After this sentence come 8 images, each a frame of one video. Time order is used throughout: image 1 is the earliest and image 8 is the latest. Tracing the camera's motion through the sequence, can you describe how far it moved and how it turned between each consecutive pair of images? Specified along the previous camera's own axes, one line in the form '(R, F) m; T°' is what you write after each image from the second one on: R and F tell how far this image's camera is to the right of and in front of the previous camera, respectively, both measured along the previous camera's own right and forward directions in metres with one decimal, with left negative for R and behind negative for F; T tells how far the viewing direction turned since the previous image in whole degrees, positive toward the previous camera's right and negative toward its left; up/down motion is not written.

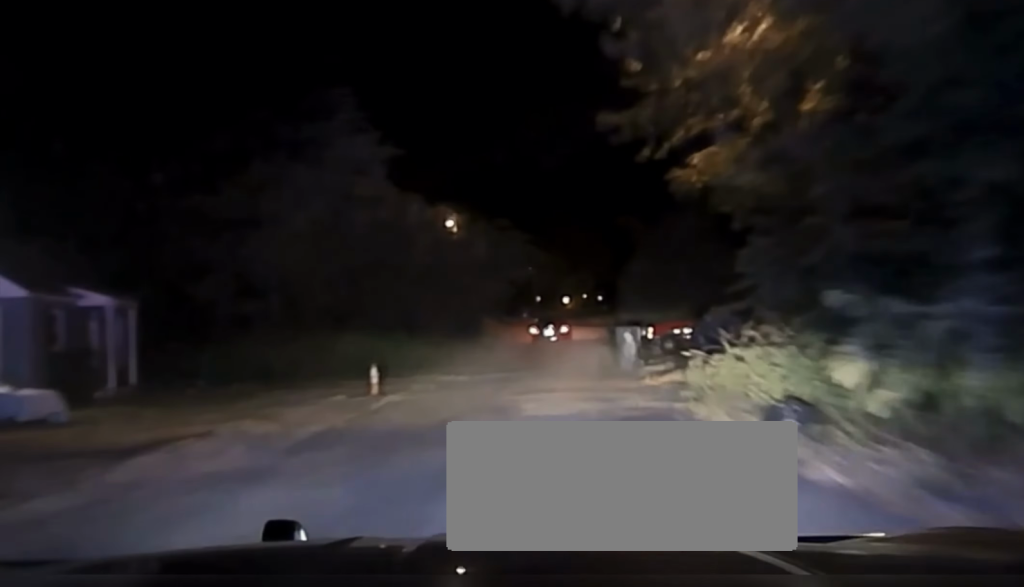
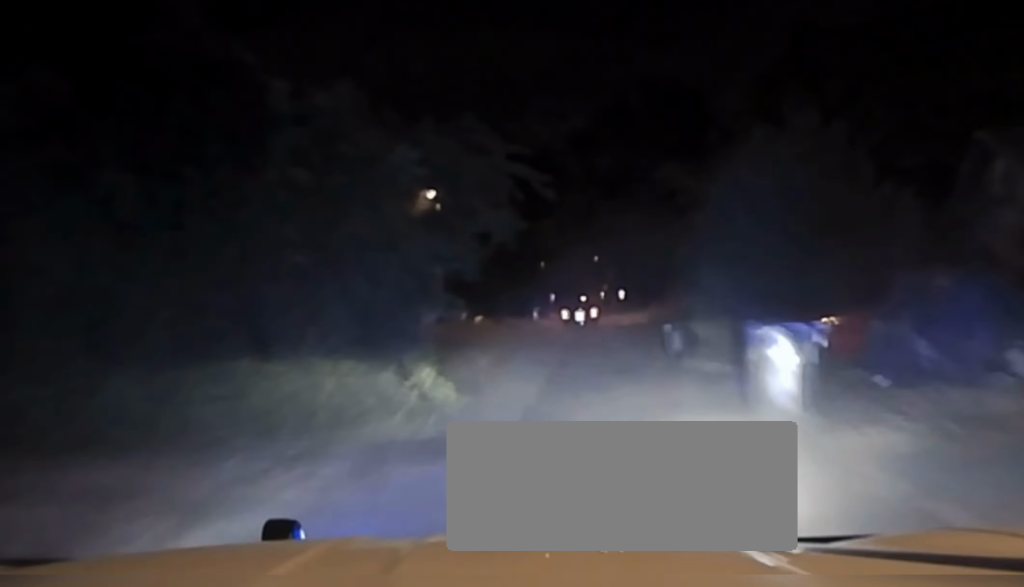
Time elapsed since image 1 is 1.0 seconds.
(+0.1, +18.6) m; 0°
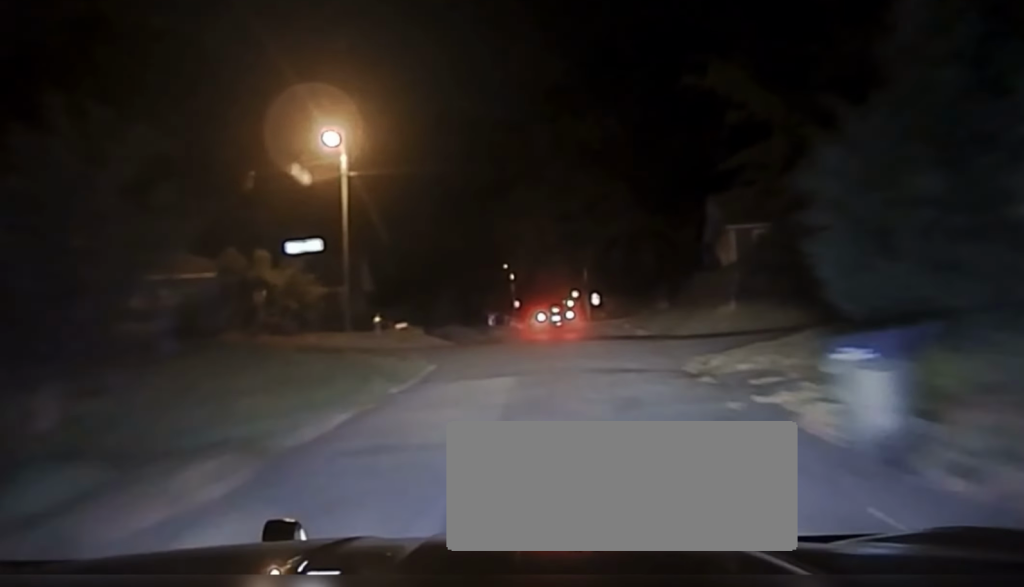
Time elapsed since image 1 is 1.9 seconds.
(-0.1, +19.7) m; 0°
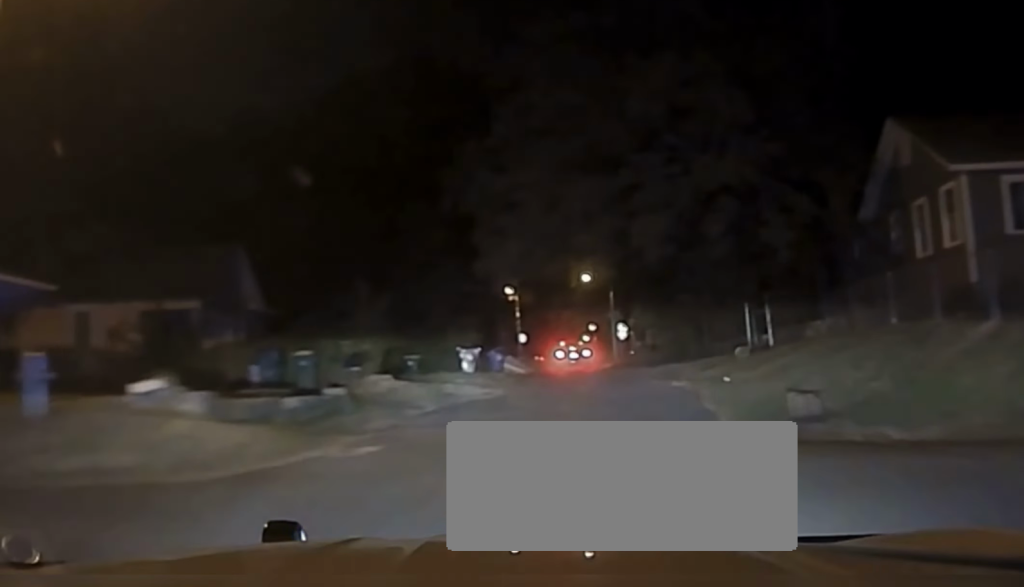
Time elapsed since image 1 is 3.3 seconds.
(-0.1, +29.1) m; 0°
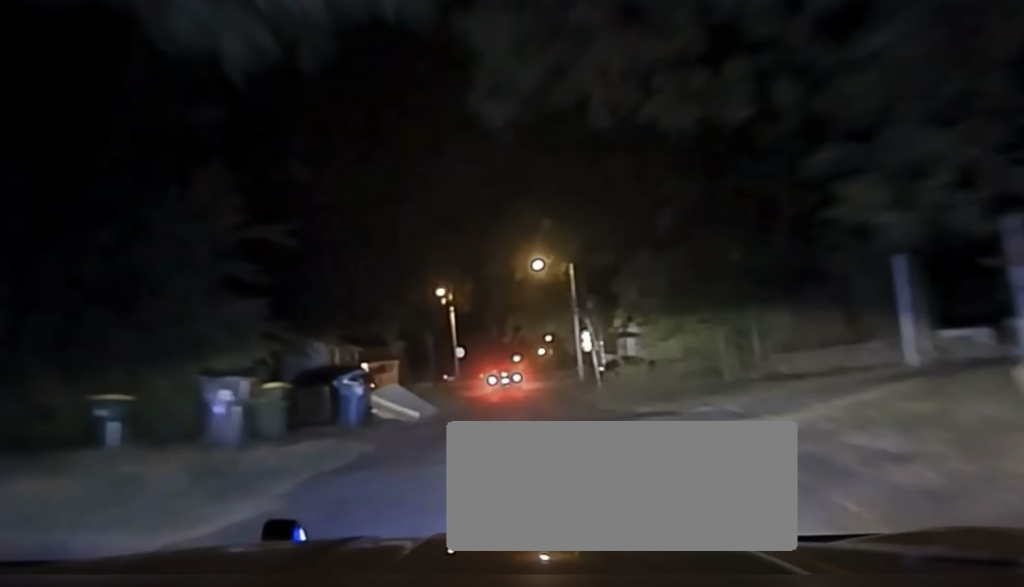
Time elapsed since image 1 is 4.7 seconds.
(+0.5, +26.0) m; +1°
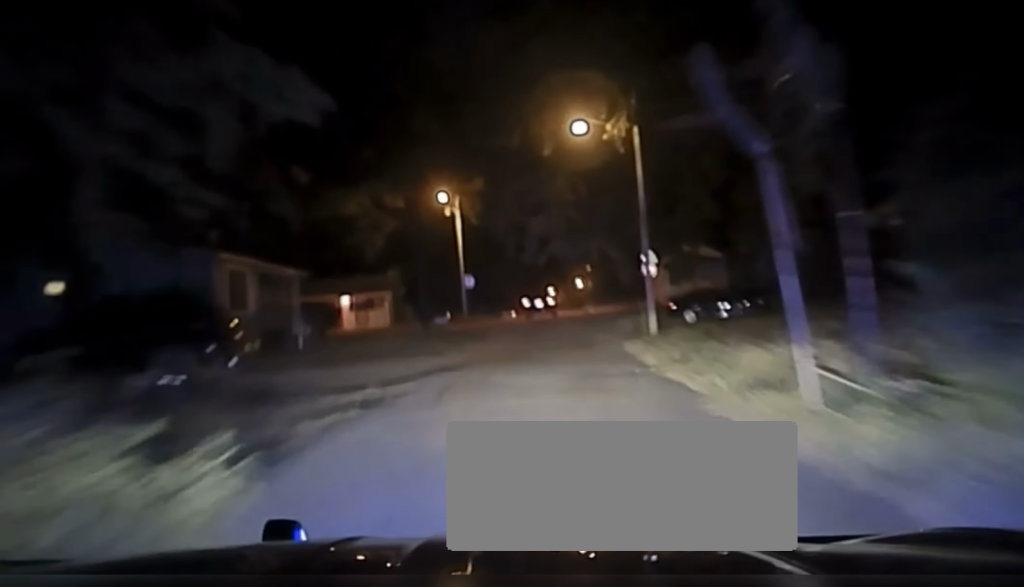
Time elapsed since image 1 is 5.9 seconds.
(-0.1, +24.2) m; 0°
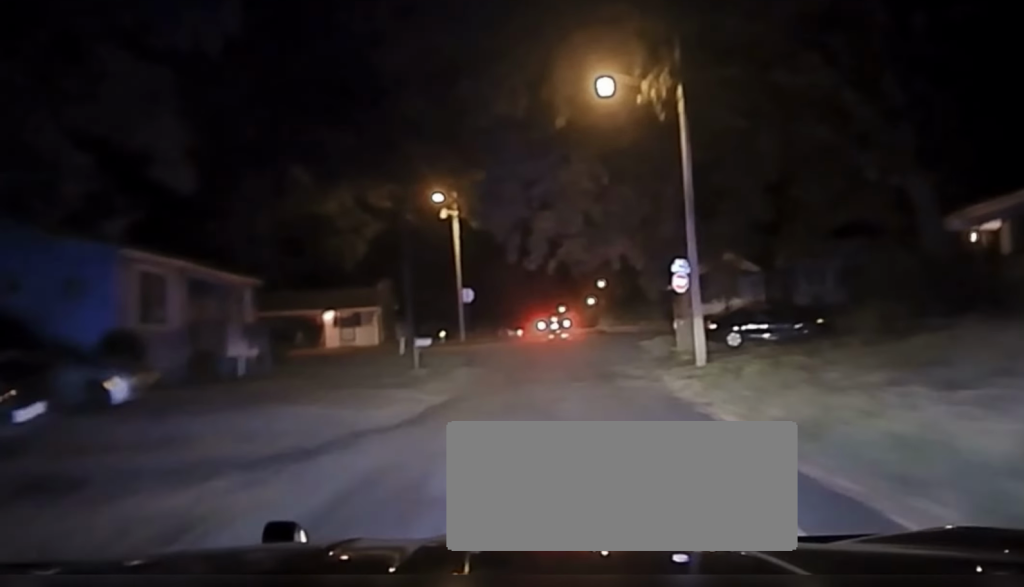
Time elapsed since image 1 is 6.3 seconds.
(0.0, +8.8) m; 0°
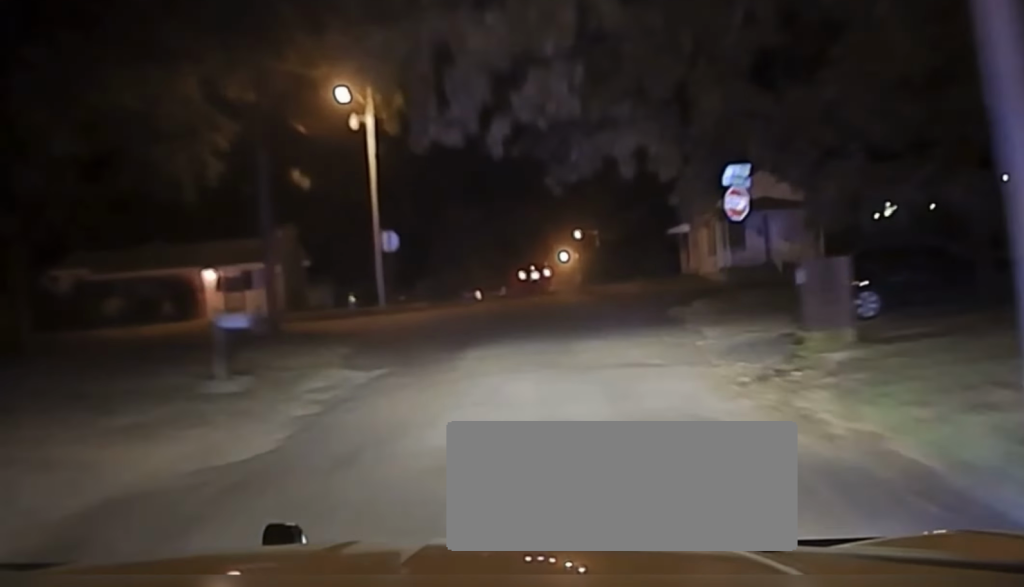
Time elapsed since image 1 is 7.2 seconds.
(+0.1, +19.2) m; 0°
